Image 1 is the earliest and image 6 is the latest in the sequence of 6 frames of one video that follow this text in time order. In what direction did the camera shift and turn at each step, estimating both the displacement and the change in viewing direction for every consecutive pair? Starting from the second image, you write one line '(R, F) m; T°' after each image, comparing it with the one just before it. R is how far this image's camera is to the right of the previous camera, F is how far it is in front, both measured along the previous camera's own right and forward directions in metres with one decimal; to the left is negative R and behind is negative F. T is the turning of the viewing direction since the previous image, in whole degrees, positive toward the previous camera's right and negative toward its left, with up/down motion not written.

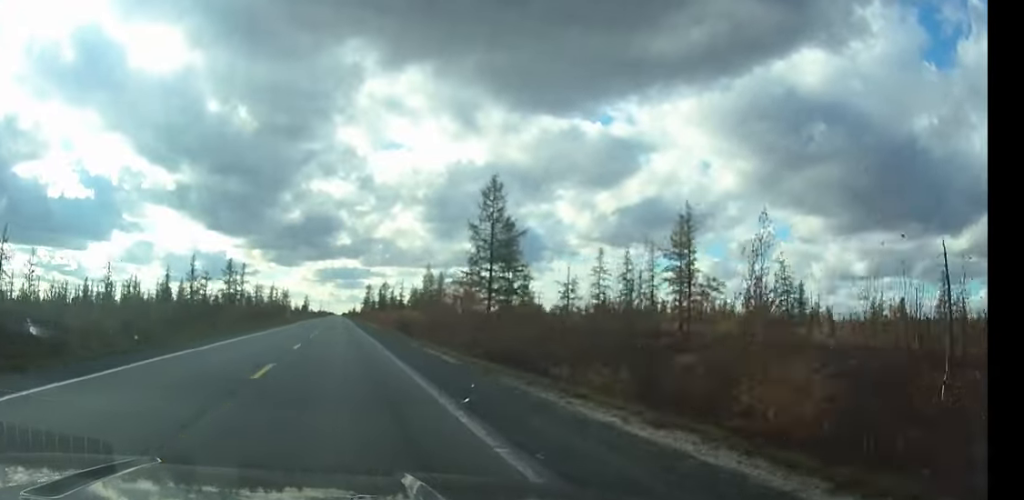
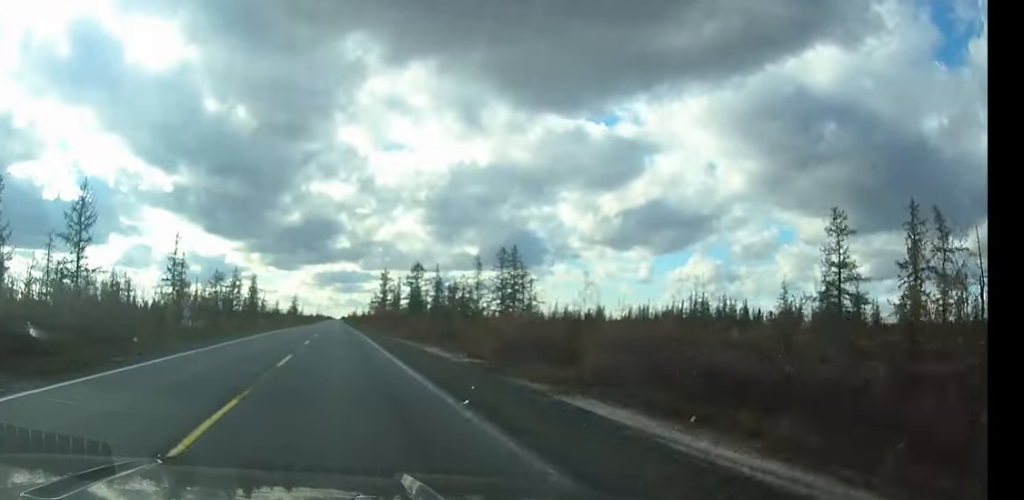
(+0.1, +80.6) m; 0°
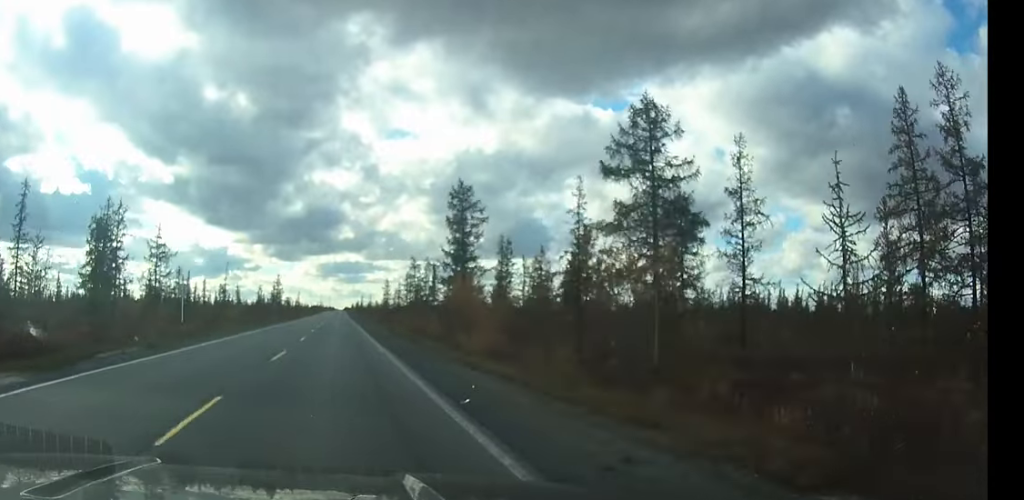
(0.0, +84.5) m; 0°
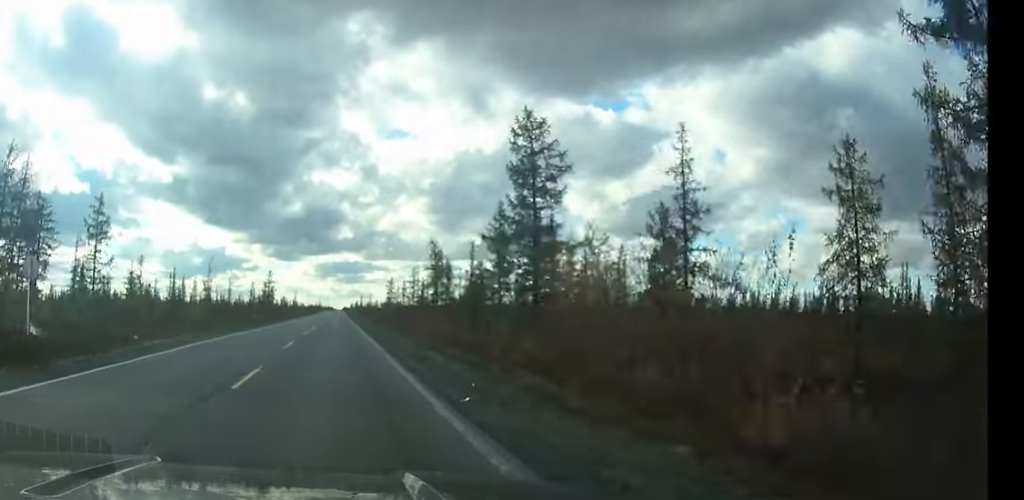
(0.0, +20.4) m; 0°
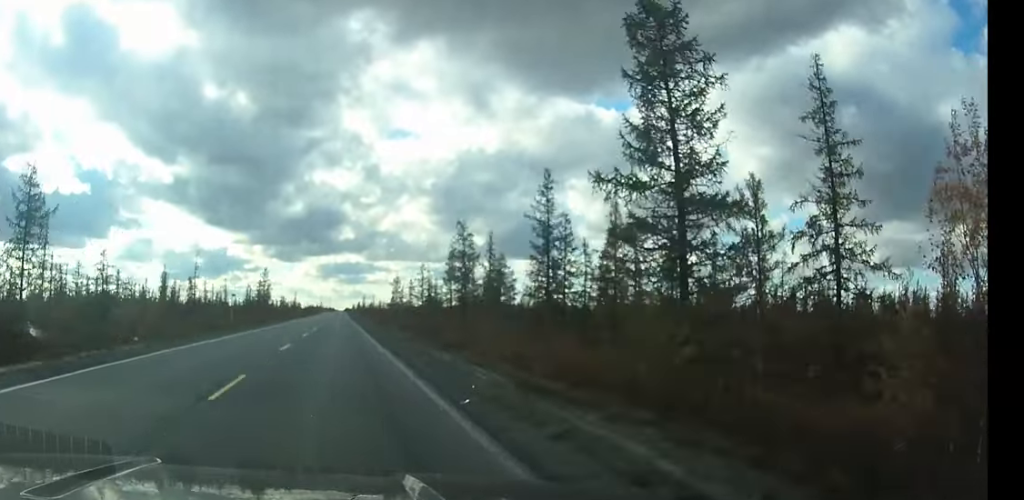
(0.0, +15.3) m; 0°
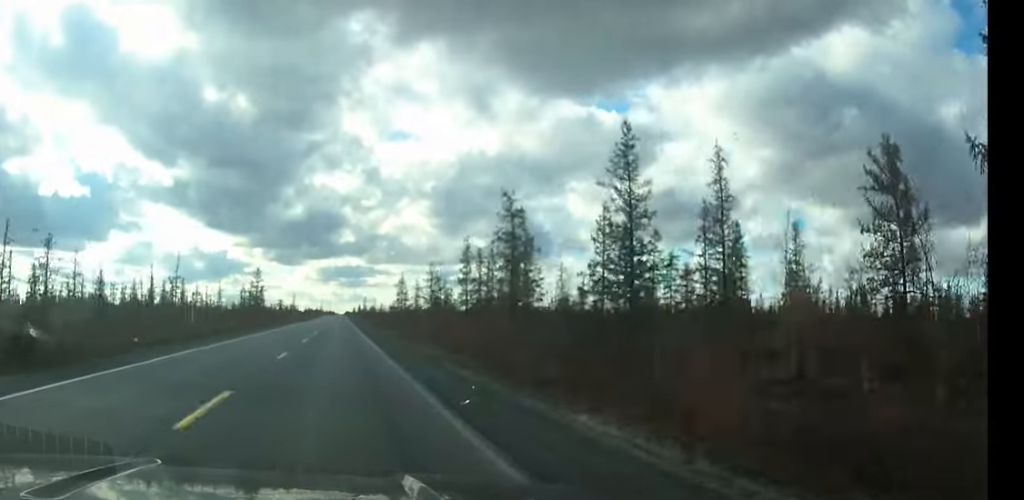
(0.0, +15.5) m; 0°
